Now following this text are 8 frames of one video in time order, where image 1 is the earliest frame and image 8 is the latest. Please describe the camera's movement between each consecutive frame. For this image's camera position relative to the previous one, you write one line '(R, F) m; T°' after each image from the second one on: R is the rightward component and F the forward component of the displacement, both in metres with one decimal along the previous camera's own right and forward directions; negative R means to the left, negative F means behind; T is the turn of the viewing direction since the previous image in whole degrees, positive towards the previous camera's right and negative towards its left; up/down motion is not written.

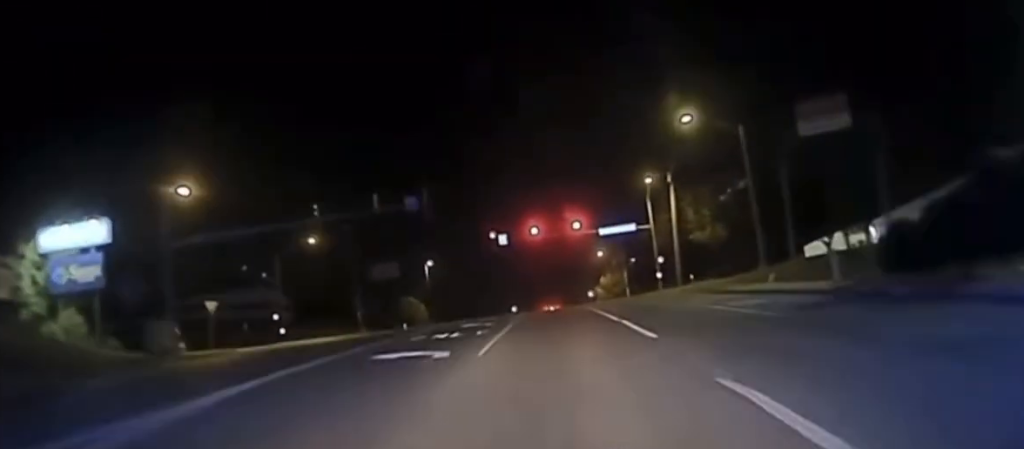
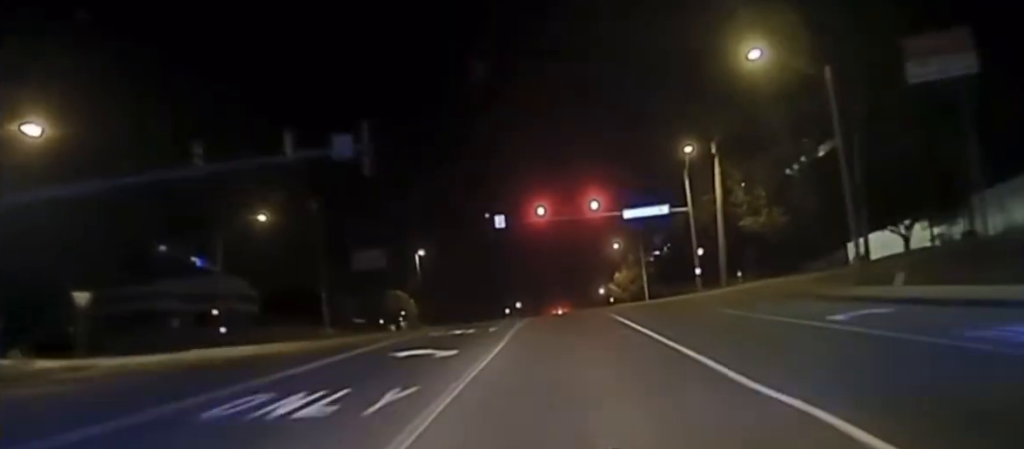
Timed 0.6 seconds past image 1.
(0.0, +18.1) m; 0°
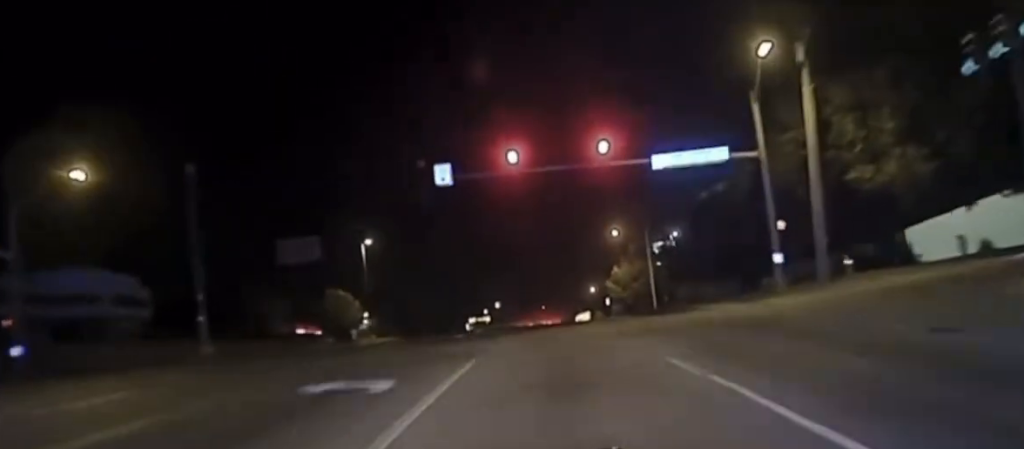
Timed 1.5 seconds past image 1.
(+0.3, +29.2) m; +1°
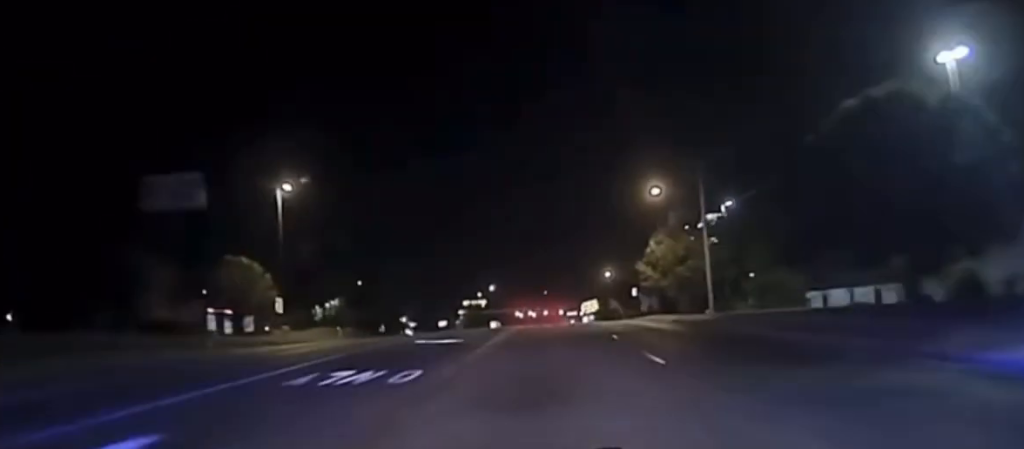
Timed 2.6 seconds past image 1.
(+0.2, +36.0) m; +1°
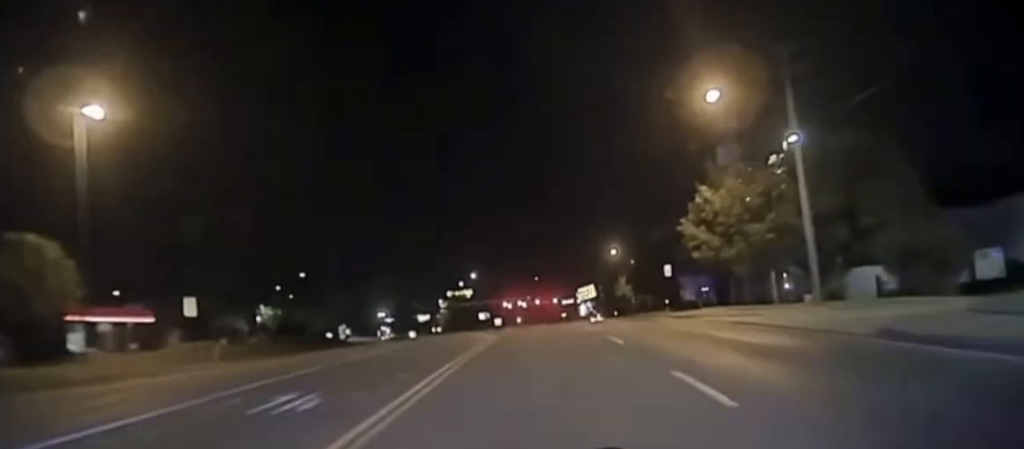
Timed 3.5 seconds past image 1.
(+0.2, +29.2) m; 0°
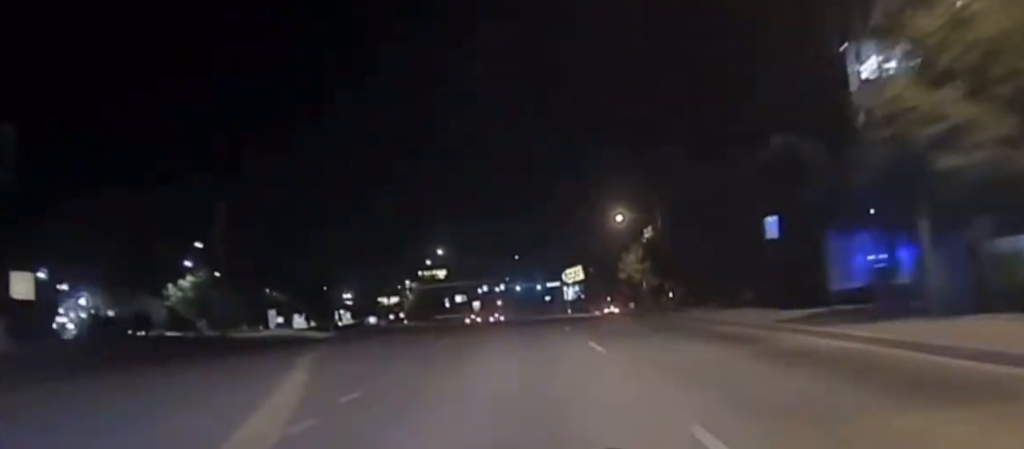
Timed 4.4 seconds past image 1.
(0.0, +28.1) m; 0°
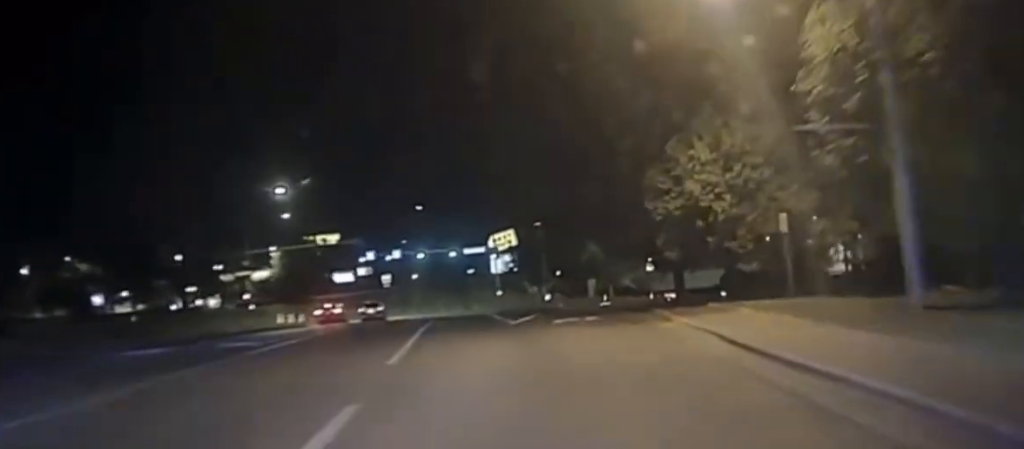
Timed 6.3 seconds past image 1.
(+1.1, +55.2) m; +4°
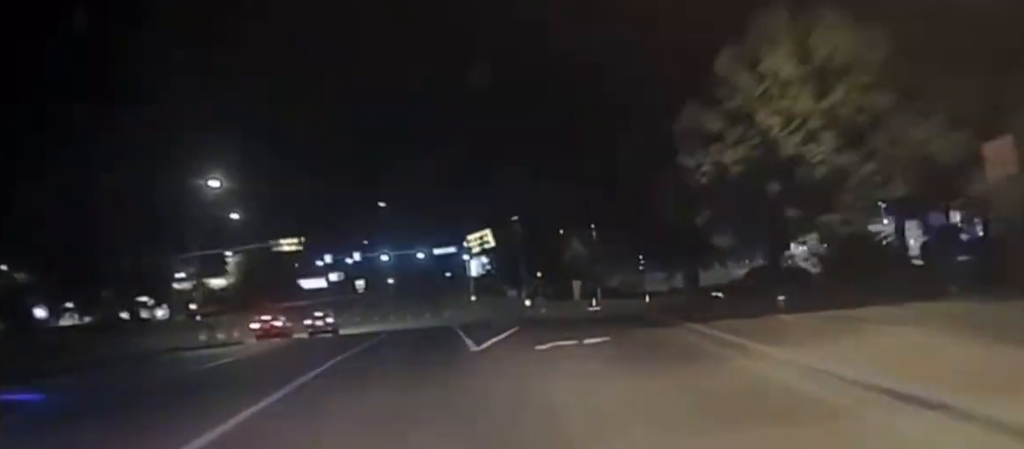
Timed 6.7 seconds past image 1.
(+0.5, +10.4) m; +1°
